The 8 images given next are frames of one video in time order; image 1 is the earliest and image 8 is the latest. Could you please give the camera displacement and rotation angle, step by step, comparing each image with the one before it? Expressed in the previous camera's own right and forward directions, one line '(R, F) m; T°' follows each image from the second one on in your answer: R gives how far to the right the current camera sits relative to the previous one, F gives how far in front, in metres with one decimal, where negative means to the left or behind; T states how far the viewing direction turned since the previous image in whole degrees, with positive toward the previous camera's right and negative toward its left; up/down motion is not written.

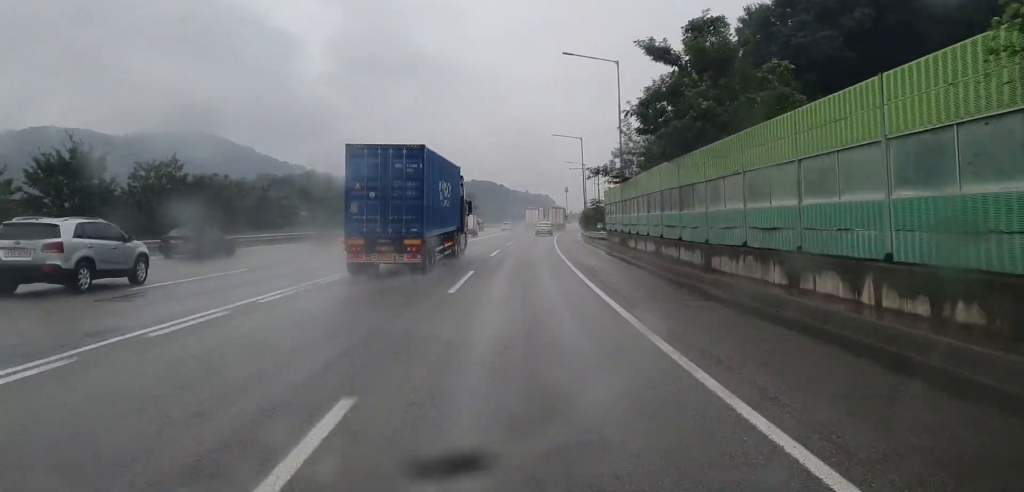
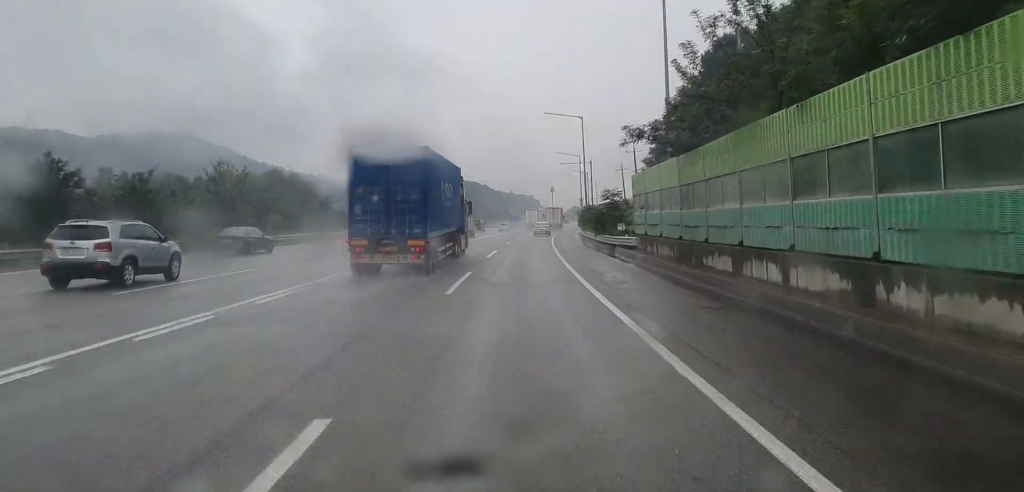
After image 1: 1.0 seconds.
(0.0, +20.3) m; +1°
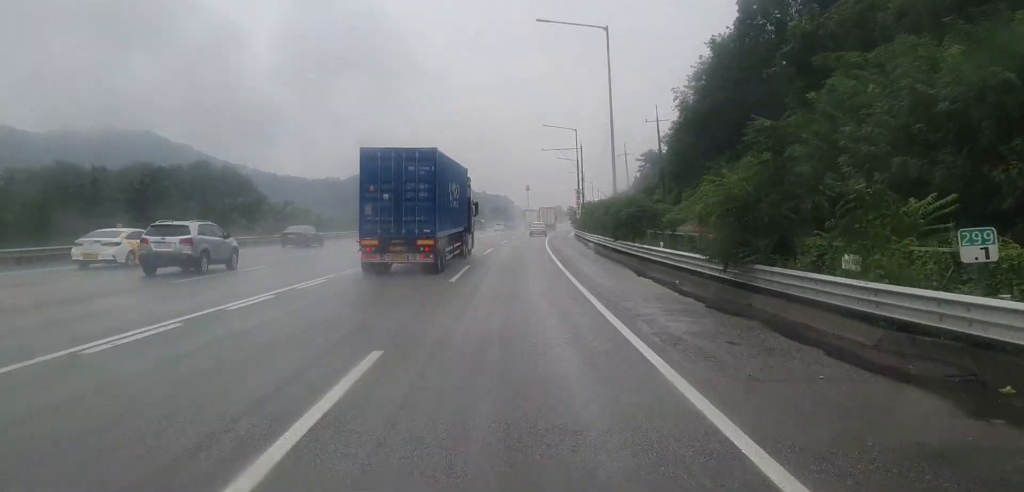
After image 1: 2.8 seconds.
(+0.7, +36.0) m; +2°
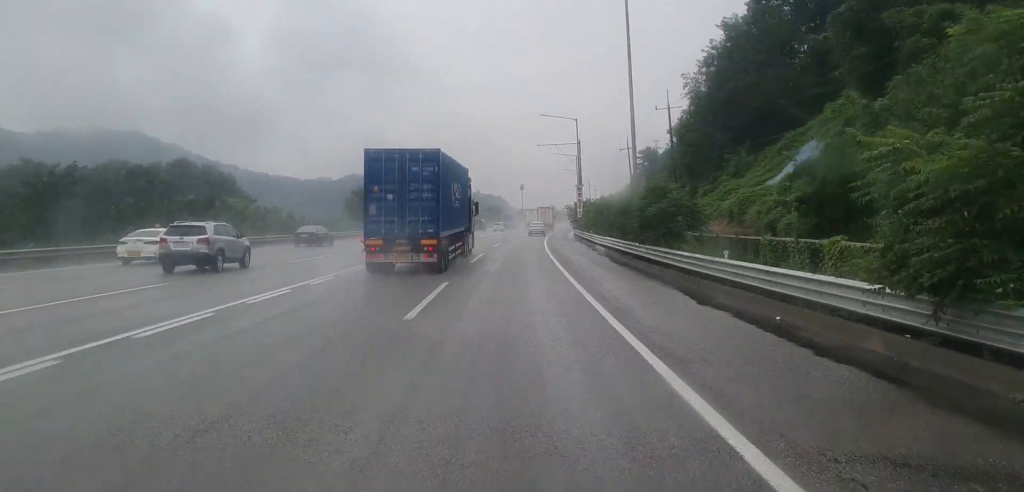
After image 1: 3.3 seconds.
(+0.1, +9.2) m; 0°
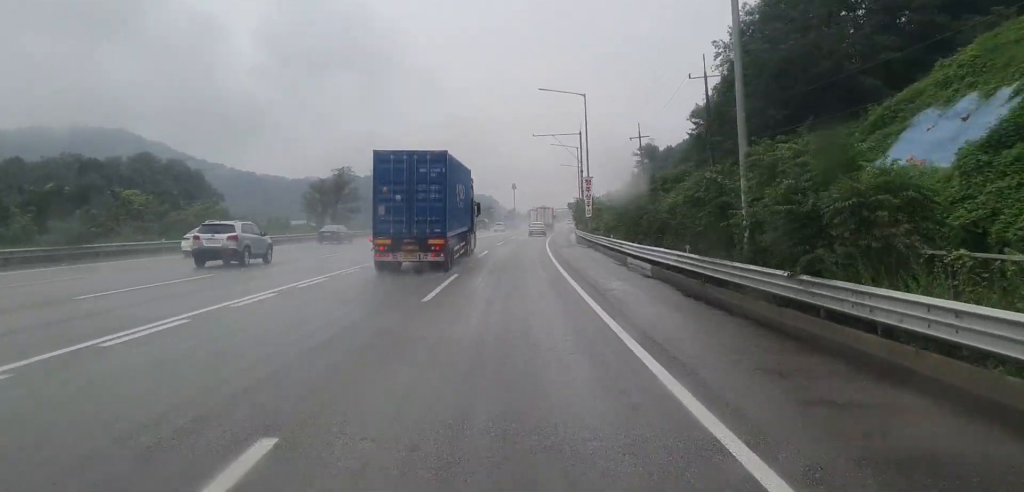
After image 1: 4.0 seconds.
(+0.2, +15.1) m; 0°
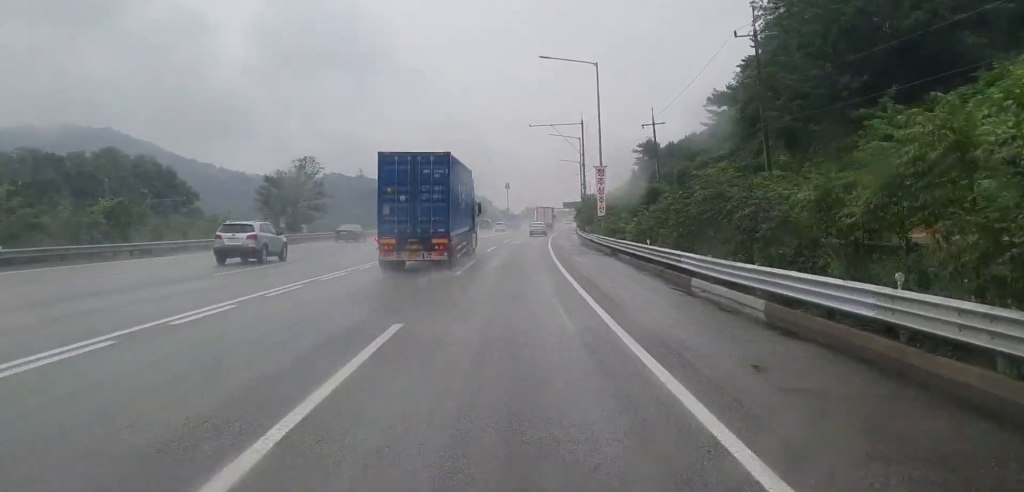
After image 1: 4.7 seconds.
(-0.2, +12.5) m; 0°
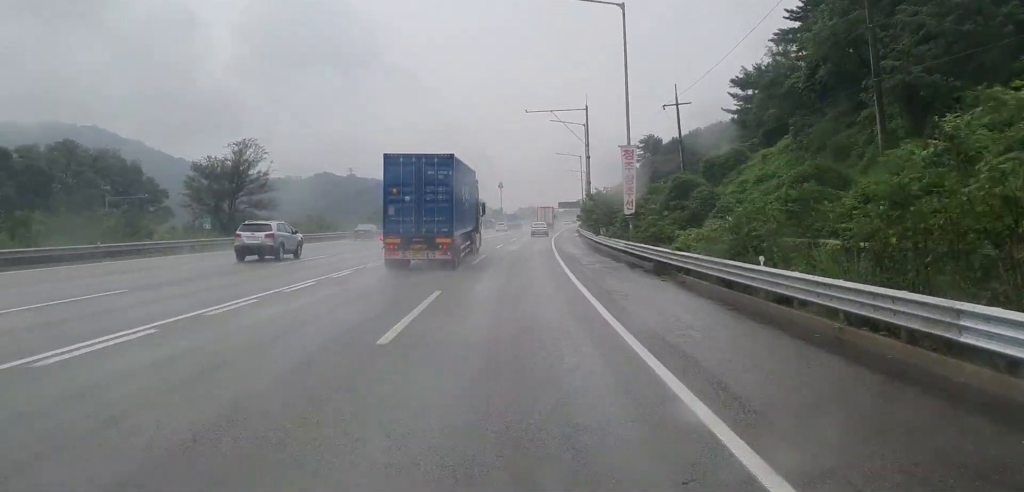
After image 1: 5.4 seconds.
(+0.1, +13.8) m; +1°
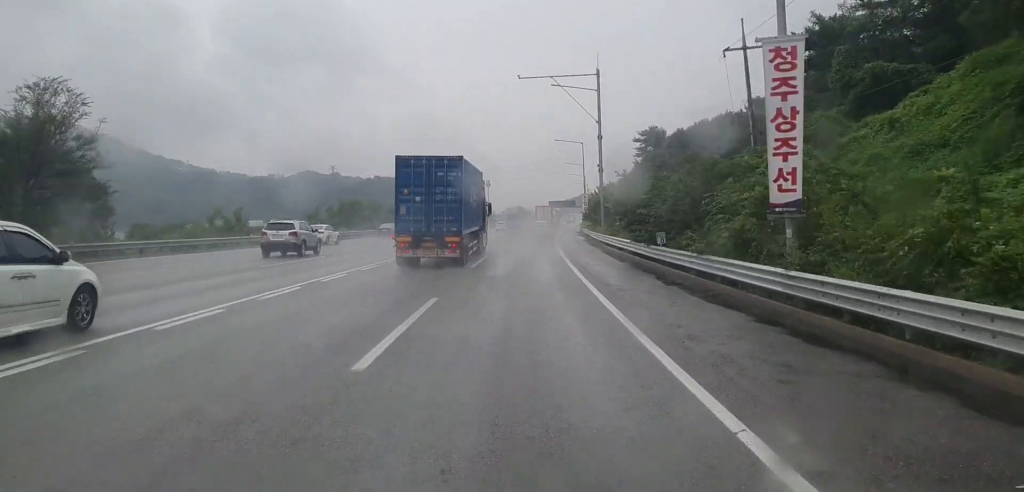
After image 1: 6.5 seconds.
(+0.3, +21.7) m; +1°
